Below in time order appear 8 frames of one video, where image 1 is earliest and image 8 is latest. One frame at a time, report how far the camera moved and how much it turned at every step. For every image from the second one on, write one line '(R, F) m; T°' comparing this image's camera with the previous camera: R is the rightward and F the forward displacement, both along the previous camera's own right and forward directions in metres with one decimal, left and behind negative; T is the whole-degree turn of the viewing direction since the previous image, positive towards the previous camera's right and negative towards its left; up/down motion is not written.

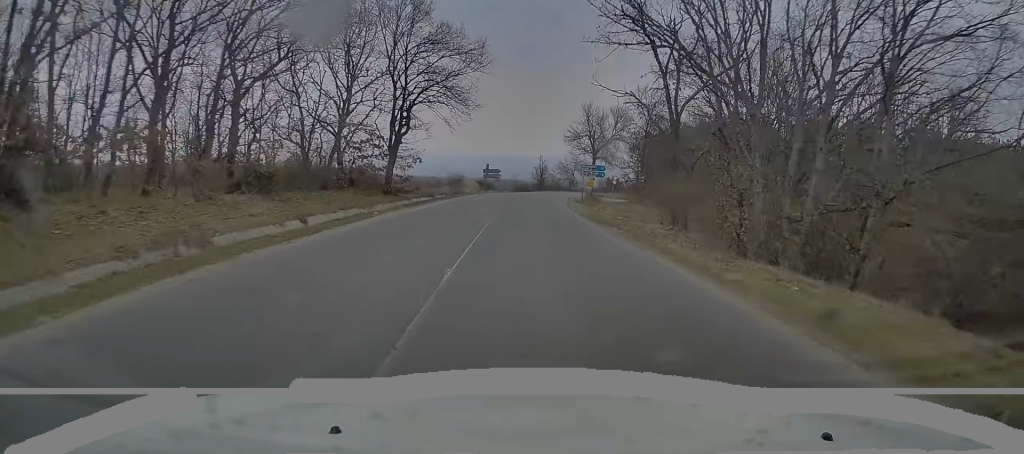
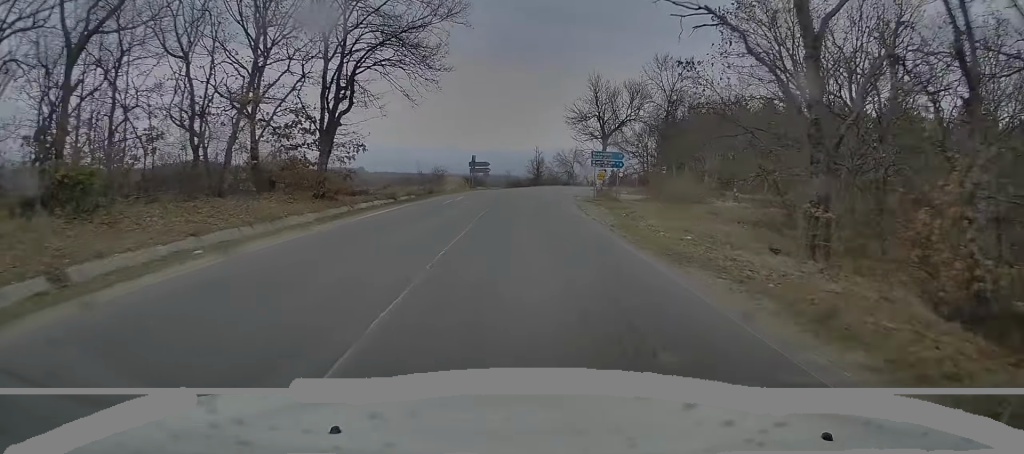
(+0.4, +11.8) m; +1°
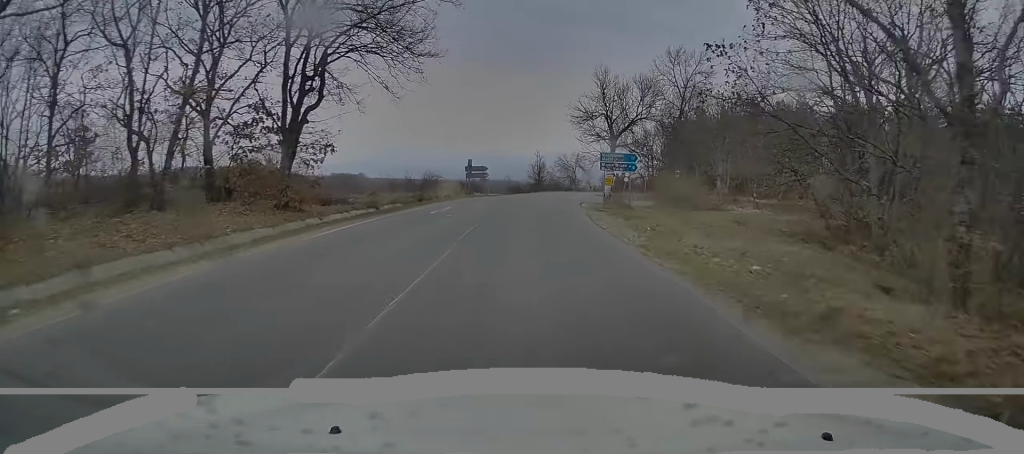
(-0.1, +4.4) m; 0°
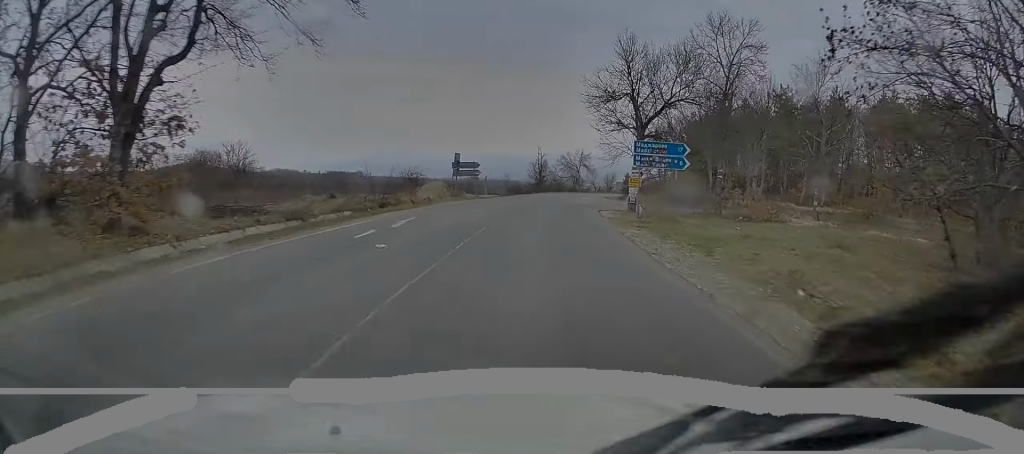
(-0.2, +10.2) m; 0°
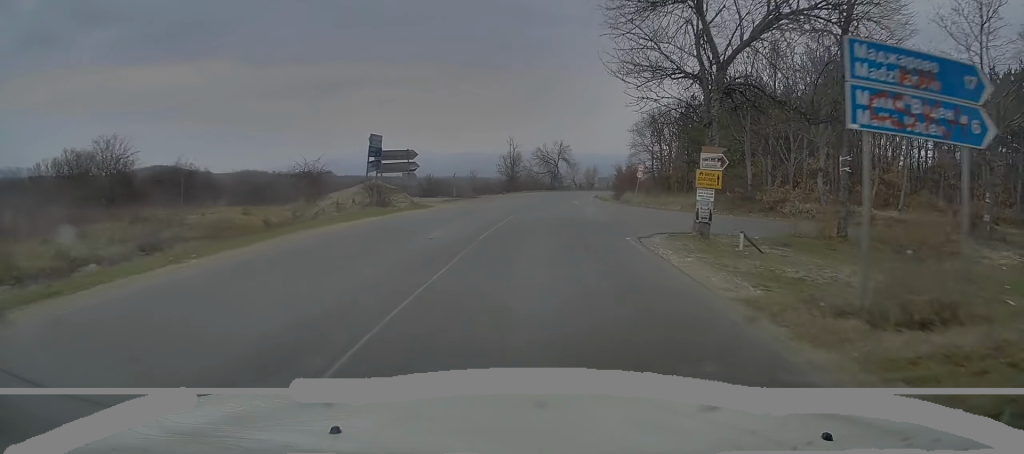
(+0.7, +17.0) m; +3°
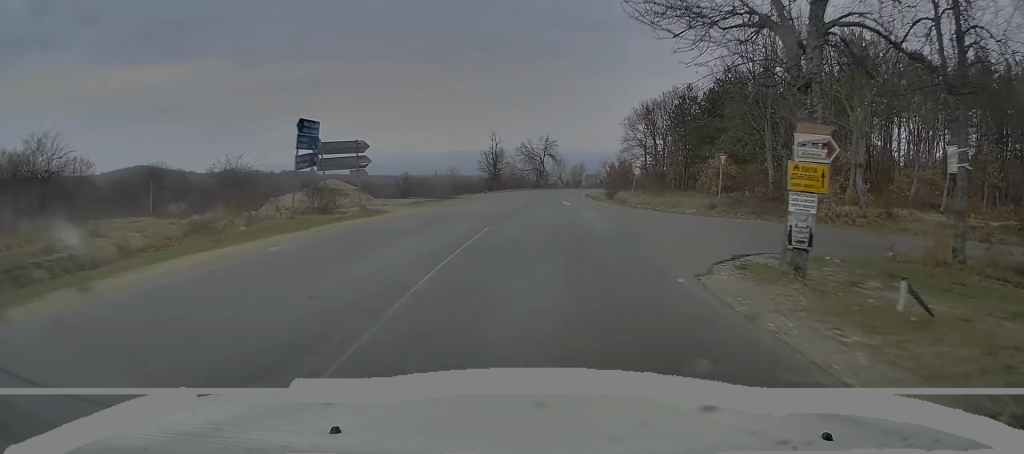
(0.0, +6.4) m; 0°
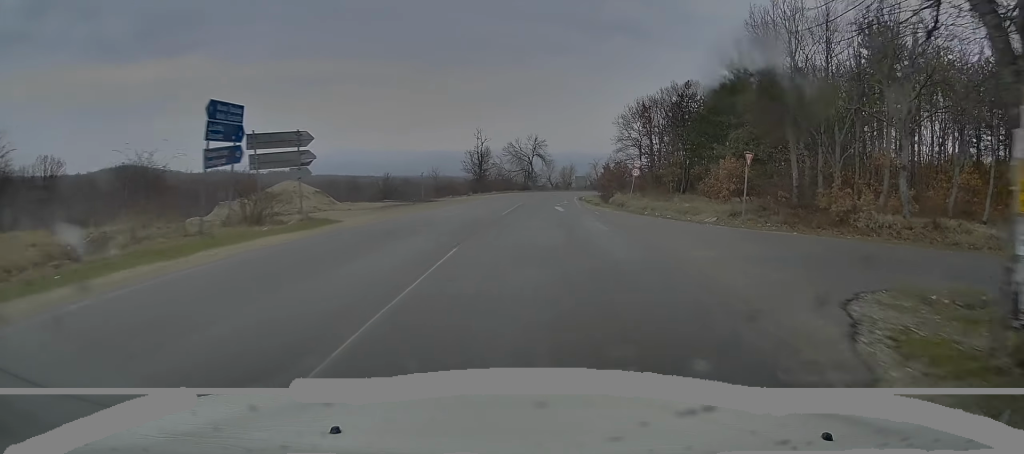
(0.0, +5.2) m; 0°
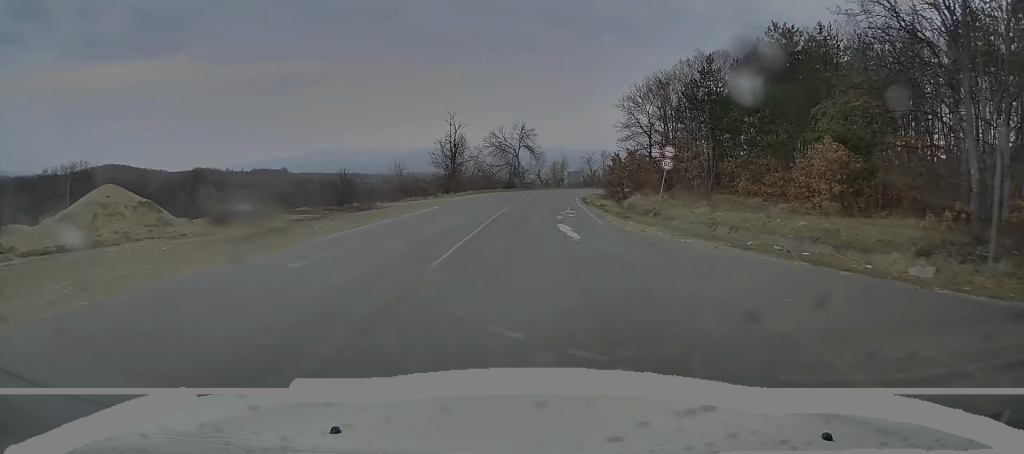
(+0.4, +14.7) m; +3°
